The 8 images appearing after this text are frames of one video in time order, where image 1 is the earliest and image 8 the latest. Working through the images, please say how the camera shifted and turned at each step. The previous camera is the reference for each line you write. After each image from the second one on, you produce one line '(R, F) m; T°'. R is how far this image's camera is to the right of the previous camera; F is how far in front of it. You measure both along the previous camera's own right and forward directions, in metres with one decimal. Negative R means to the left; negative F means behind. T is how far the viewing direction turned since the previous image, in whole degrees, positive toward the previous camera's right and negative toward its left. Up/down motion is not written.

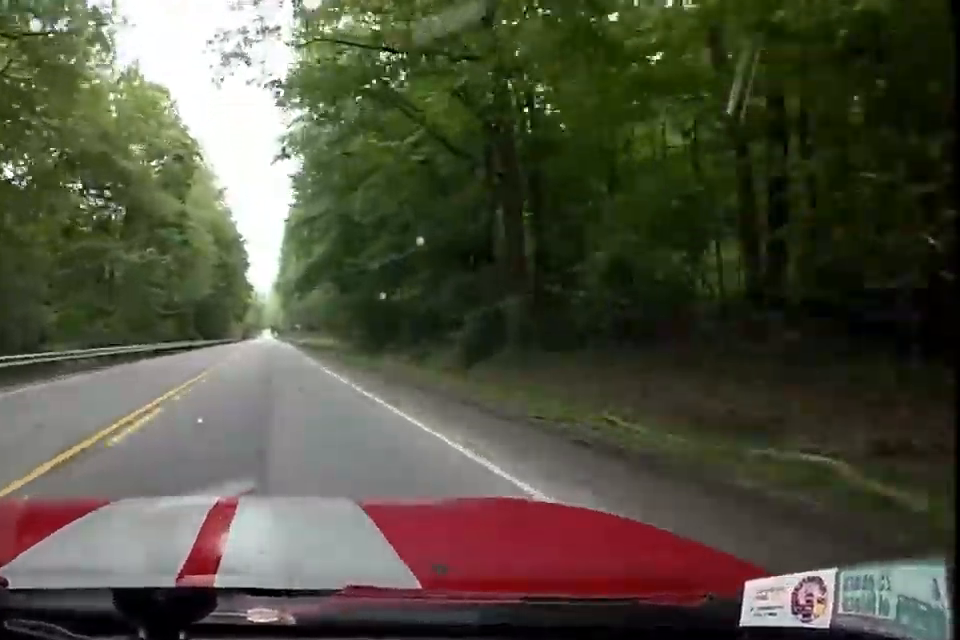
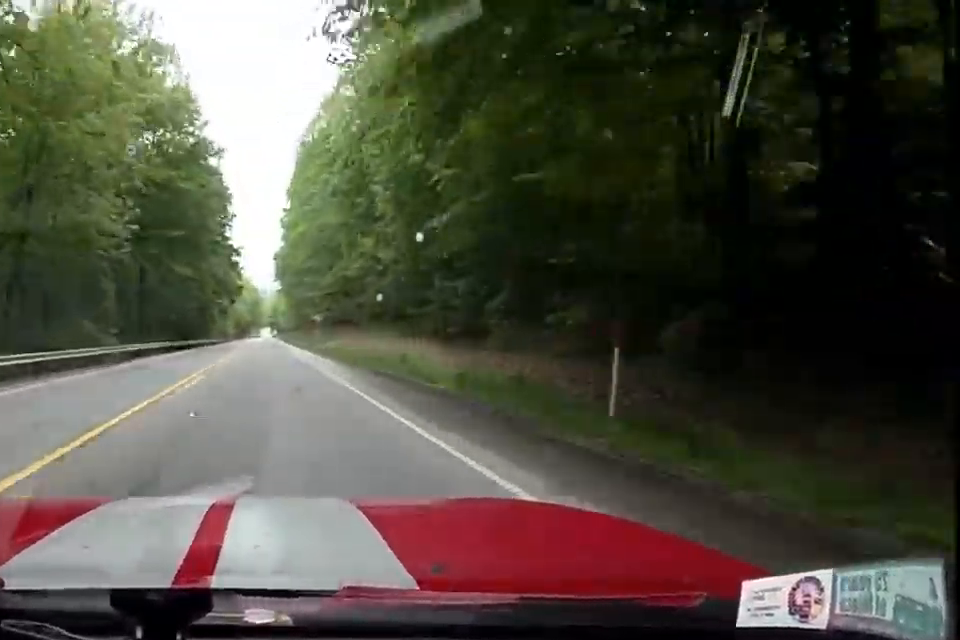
(+1.4, +40.9) m; 0°
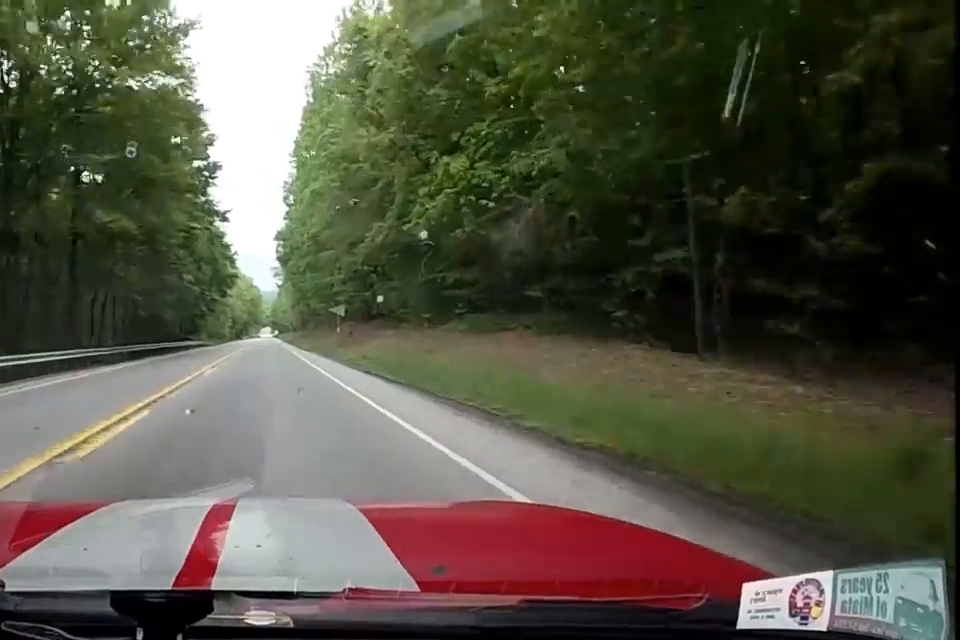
(-0.6, +19.3) m; -2°
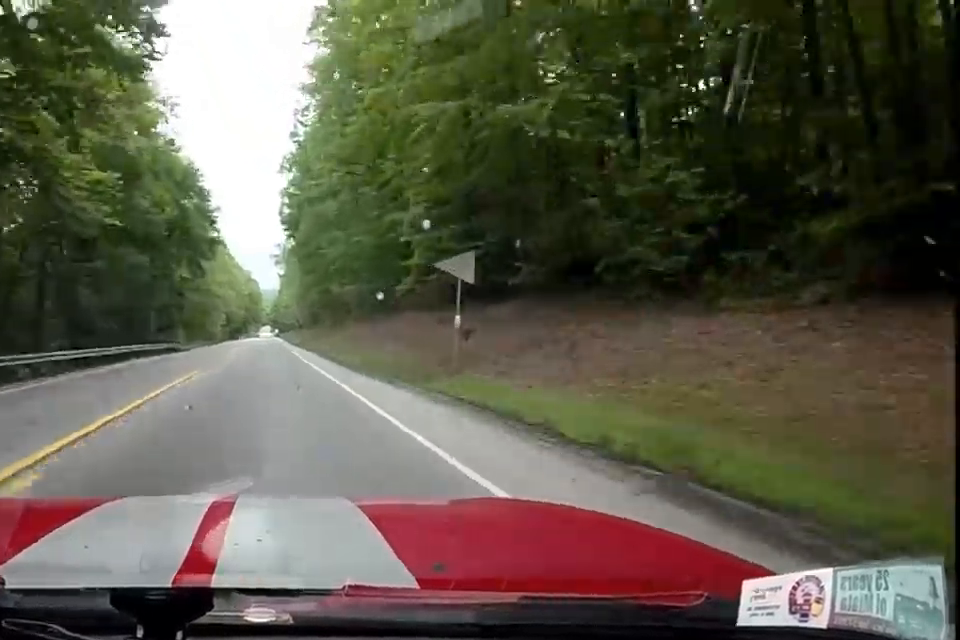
(-0.1, +28.6) m; 0°
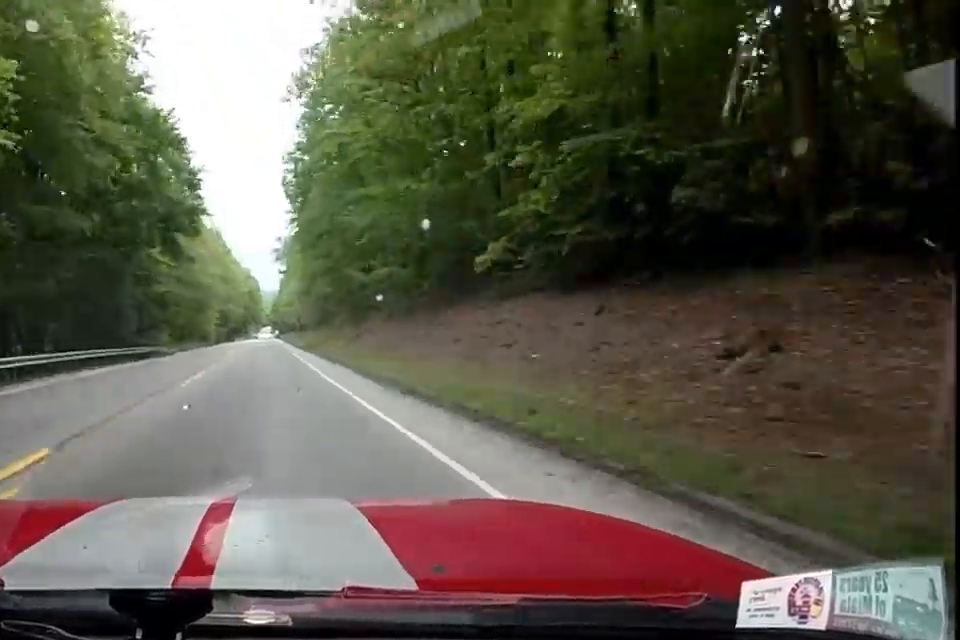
(0.0, +12.8) m; 0°
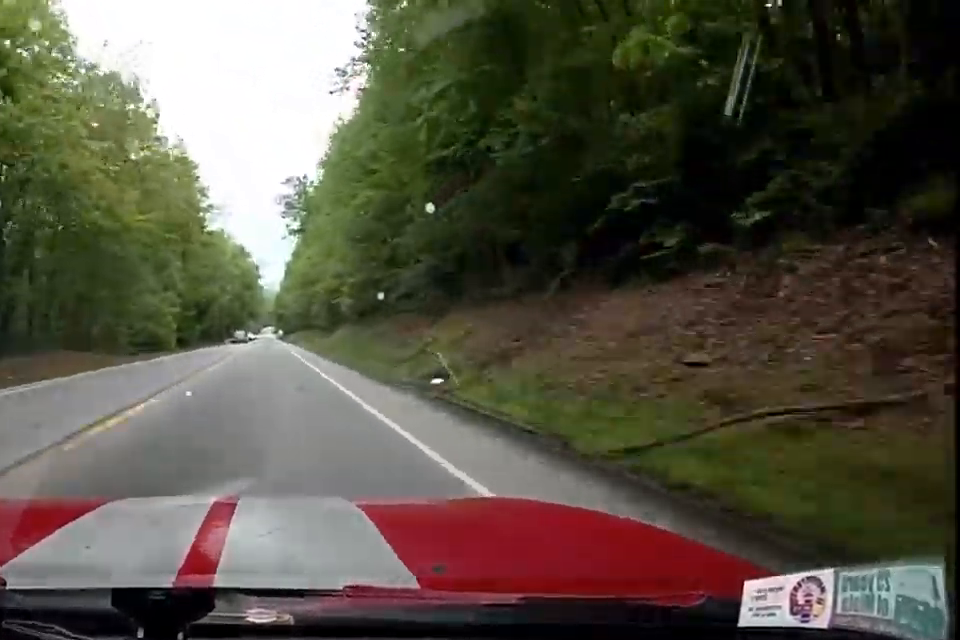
(+0.4, +55.3) m; +2°
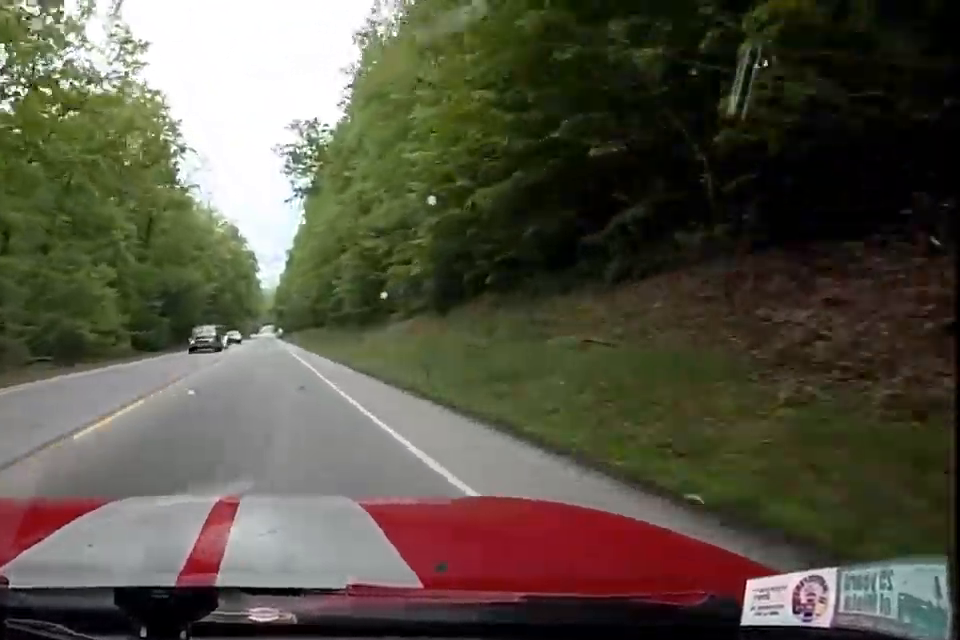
(+0.4, +23.8) m; +1°
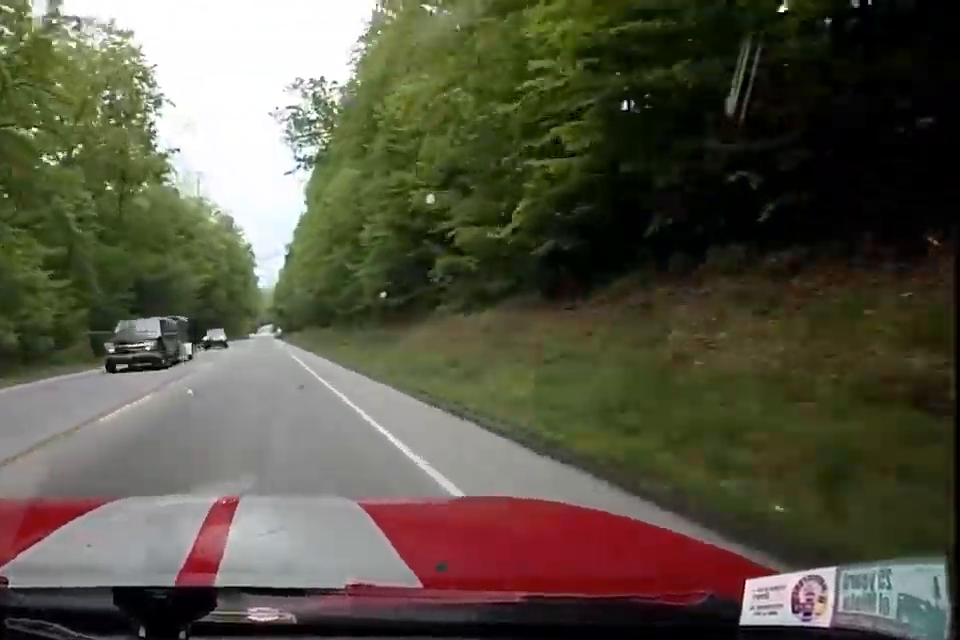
(+0.3, +11.0) m; 0°
